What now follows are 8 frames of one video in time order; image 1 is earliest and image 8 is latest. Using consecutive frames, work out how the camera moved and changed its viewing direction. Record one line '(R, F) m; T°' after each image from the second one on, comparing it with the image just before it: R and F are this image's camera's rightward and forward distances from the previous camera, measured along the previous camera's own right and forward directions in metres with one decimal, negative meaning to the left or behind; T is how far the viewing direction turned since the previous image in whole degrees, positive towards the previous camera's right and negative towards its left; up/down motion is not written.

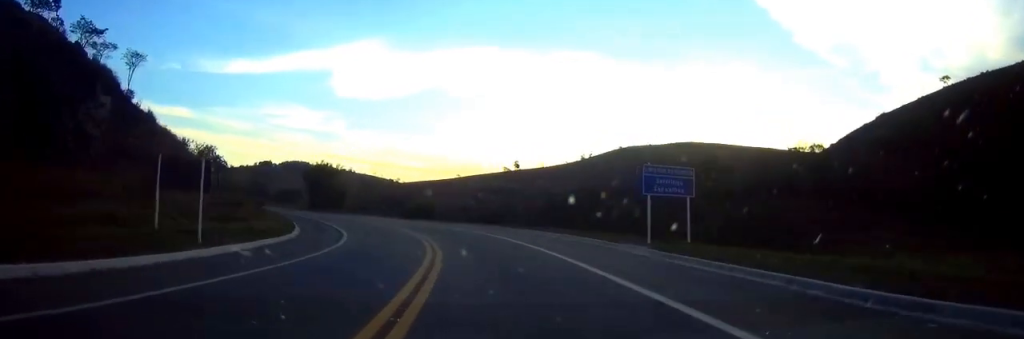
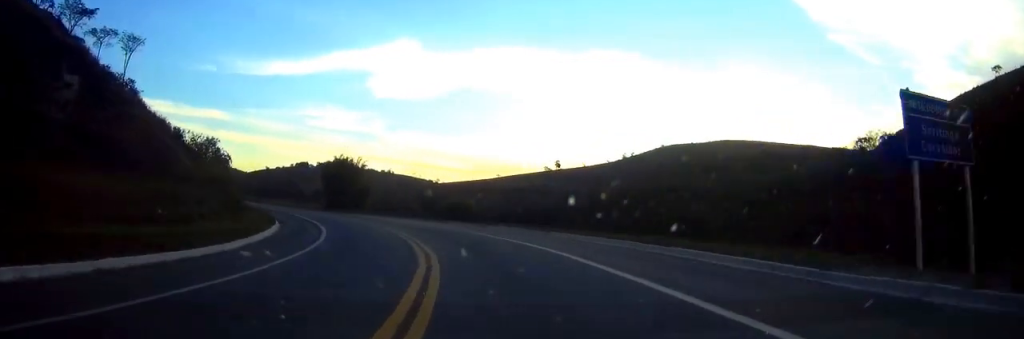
(-0.1, +13.2) m; -4°
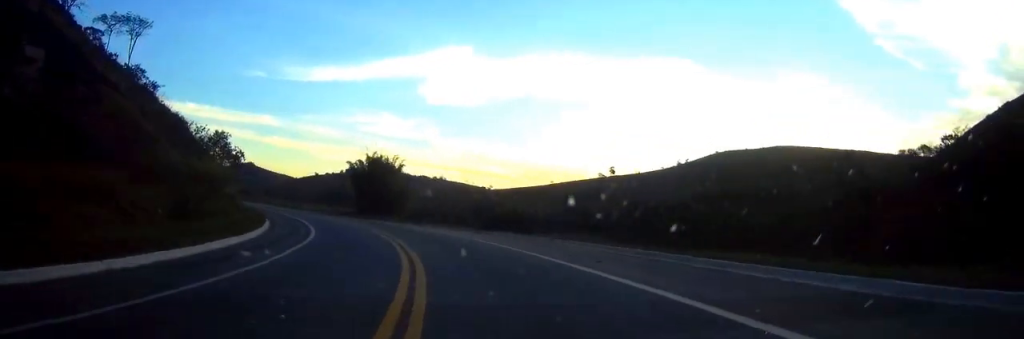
(-0.6, +13.0) m; -5°
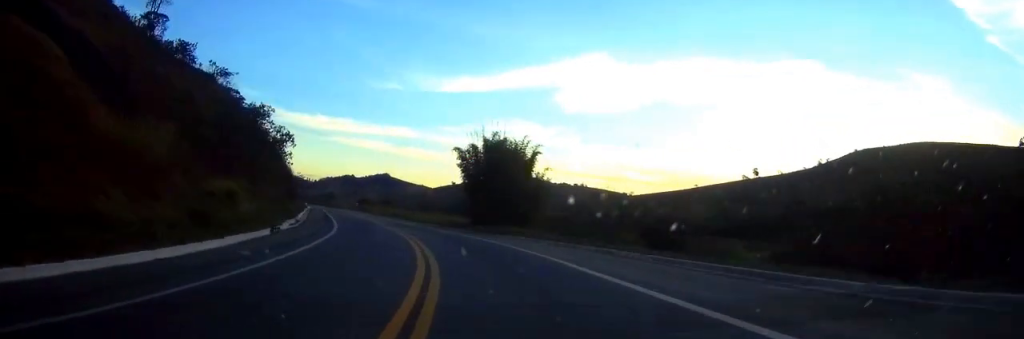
(-2.7, +26.7) m; -10°
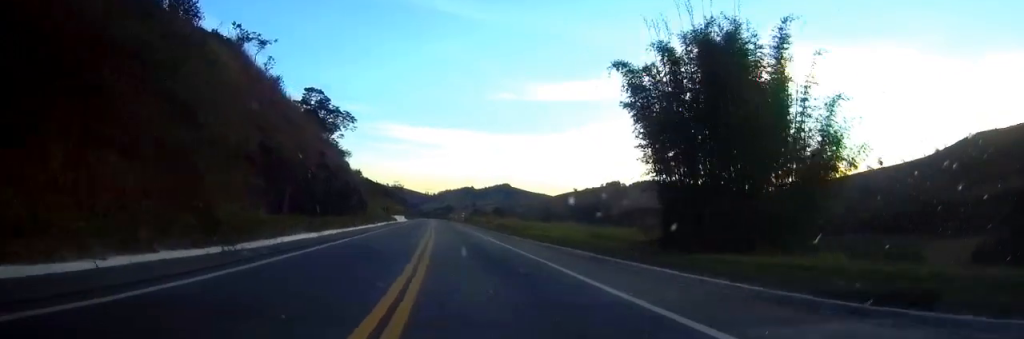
(-3.0, +34.0) m; -8°
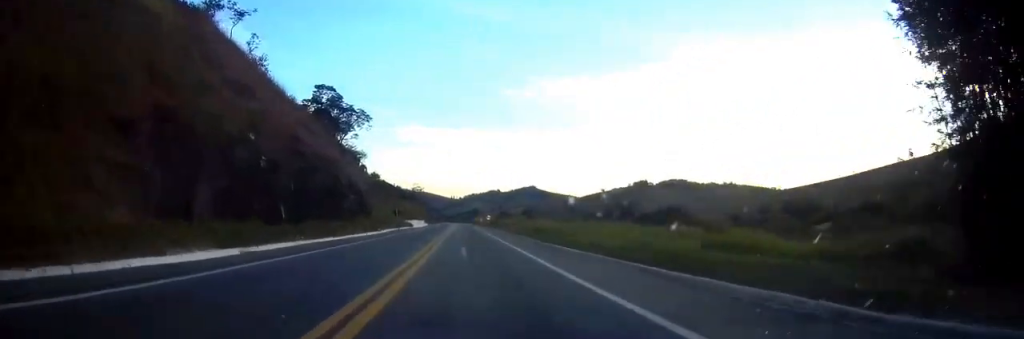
(-0.5, +16.2) m; -2°
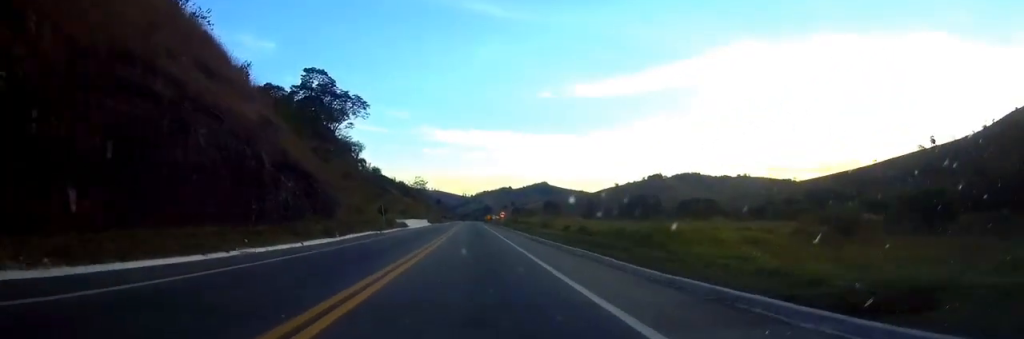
(-0.5, +23.4) m; -1°
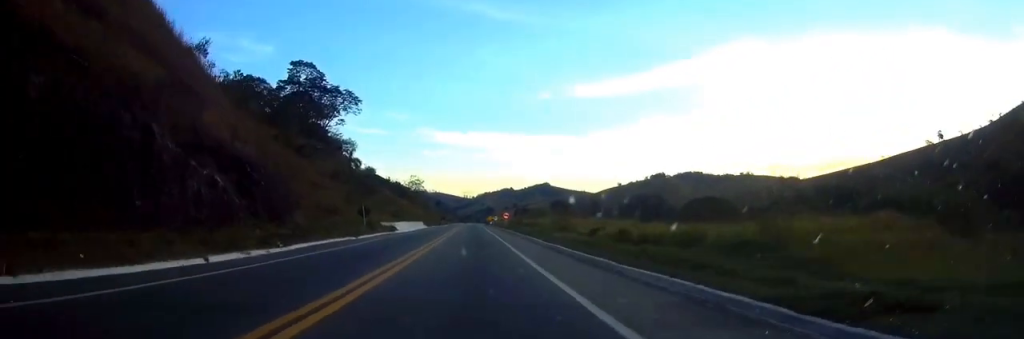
(+0.1, +12.3) m; 0°
